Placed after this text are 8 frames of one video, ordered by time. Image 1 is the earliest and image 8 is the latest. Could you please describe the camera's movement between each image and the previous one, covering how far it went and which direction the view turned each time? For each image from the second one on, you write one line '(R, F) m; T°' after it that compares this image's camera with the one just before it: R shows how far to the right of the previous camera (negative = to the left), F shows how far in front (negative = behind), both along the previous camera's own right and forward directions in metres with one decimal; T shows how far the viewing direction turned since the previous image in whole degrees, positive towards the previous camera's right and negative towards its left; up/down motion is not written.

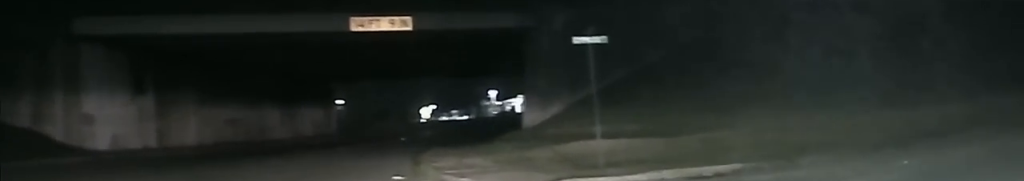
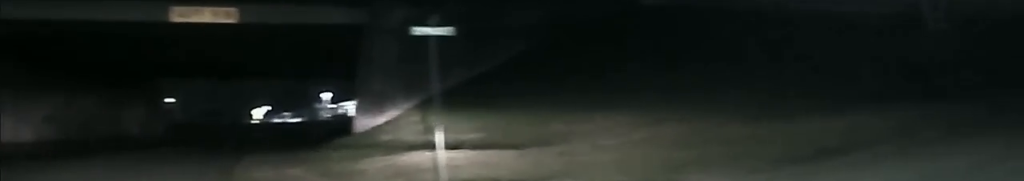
(+0.5, +2.9) m; +18°
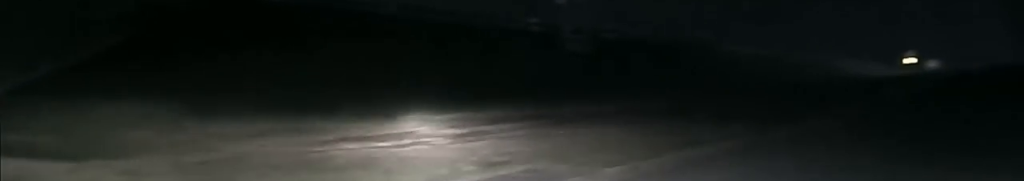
(+0.9, +4.2) m; +19°
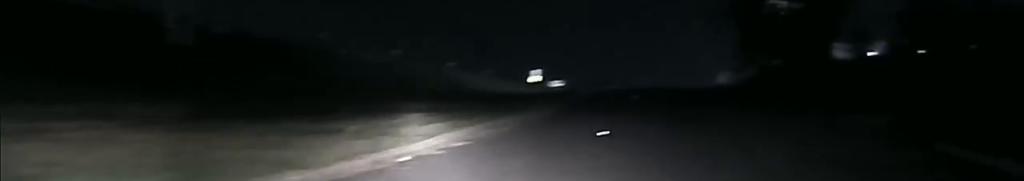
(+0.5, +4.9) m; +15°
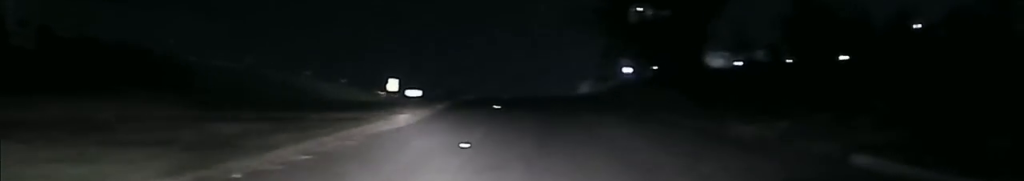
(+0.2, +2.6) m; +5°
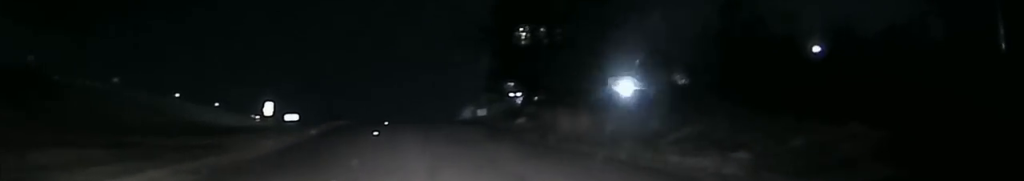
(+0.4, +5.4) m; +4°
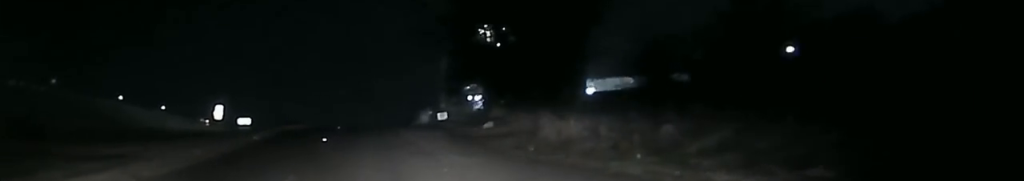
(0.0, +5.5) m; -1°
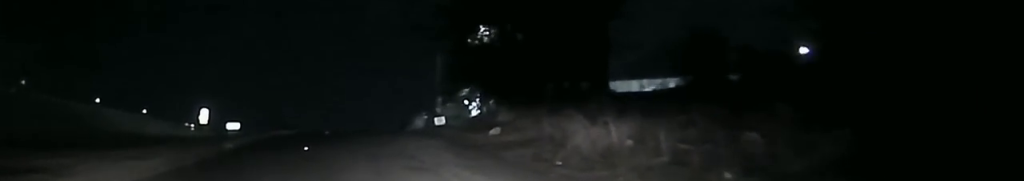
(-0.1, +5.2) m; -1°
